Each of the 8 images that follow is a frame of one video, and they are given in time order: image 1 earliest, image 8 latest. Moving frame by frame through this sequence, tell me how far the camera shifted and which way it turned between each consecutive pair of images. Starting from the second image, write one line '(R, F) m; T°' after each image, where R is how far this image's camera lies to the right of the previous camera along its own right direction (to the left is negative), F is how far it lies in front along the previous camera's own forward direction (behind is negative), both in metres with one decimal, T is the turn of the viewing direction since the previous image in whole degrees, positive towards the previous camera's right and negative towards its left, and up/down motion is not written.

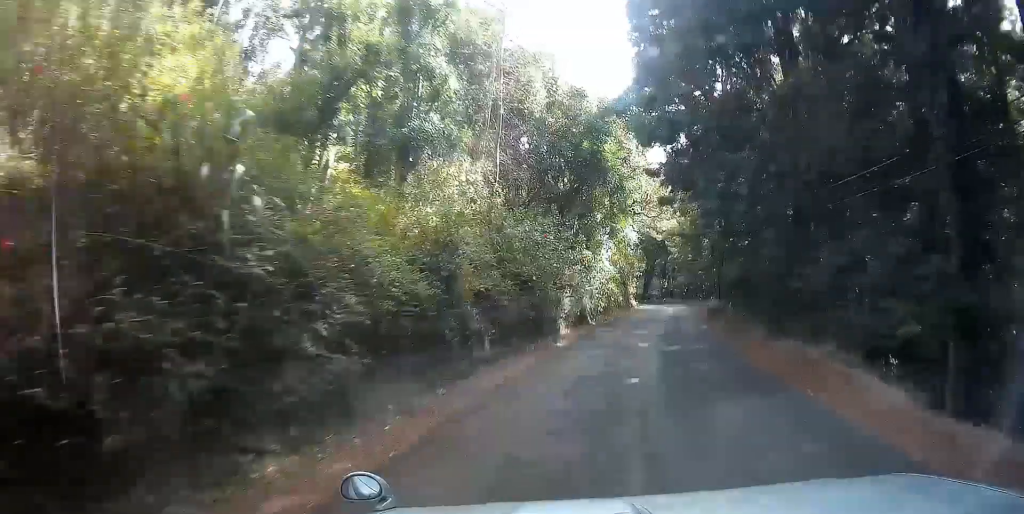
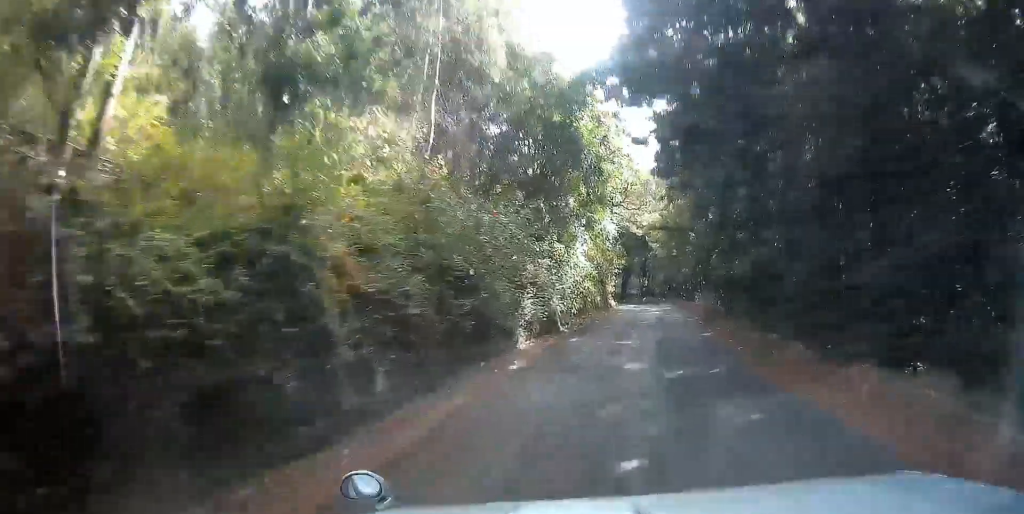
(+0.2, +4.9) m; +2°
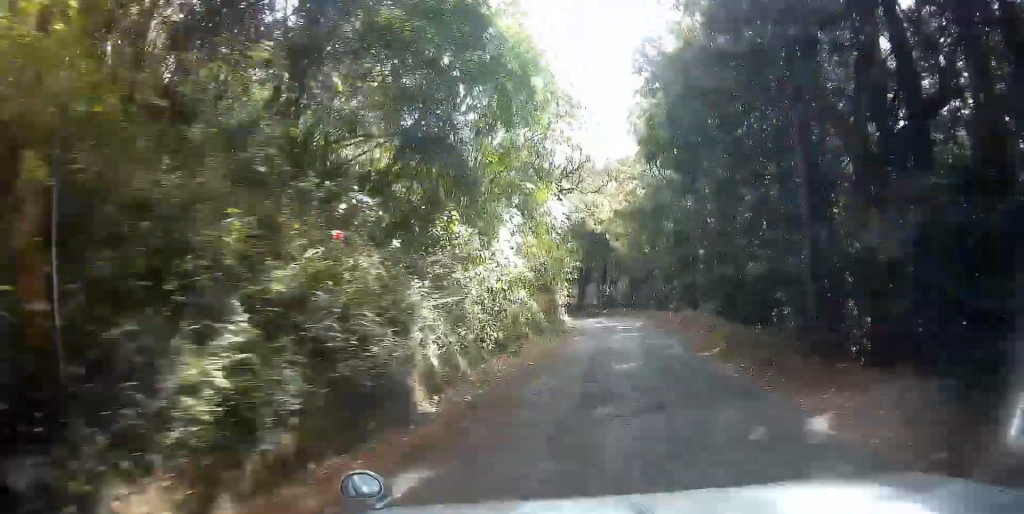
(+0.4, +11.8) m; +3°
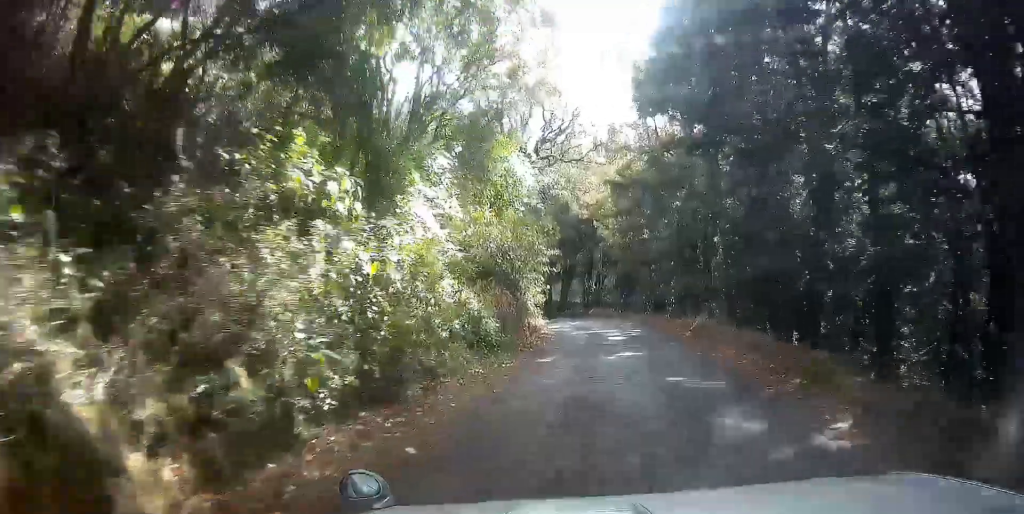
(+0.1, +8.7) m; +2°
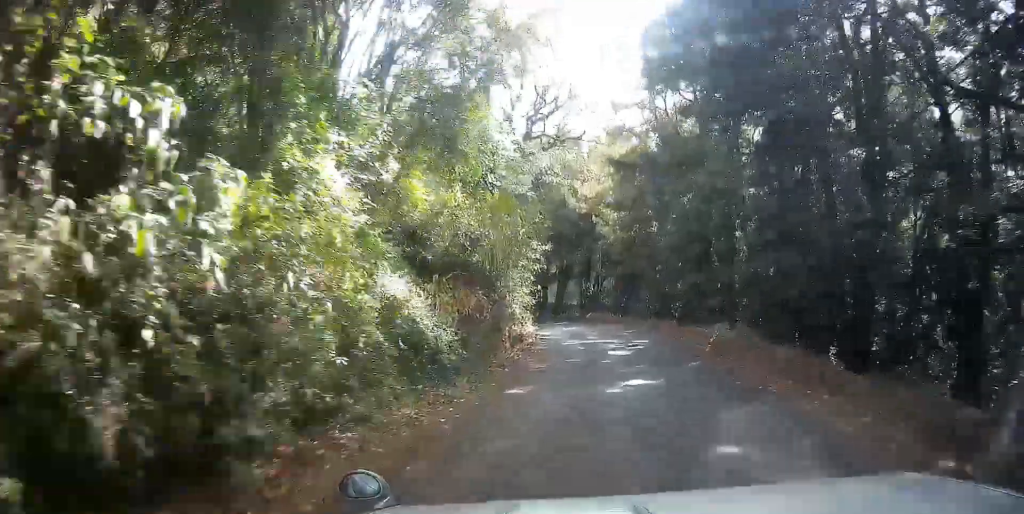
(0.0, +4.5) m; +1°
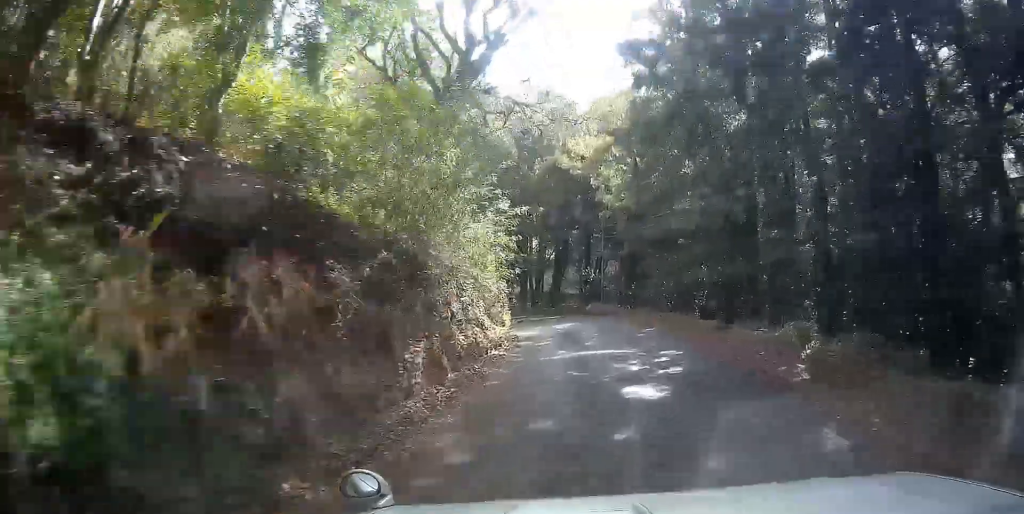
(+0.2, +9.3) m; +3°
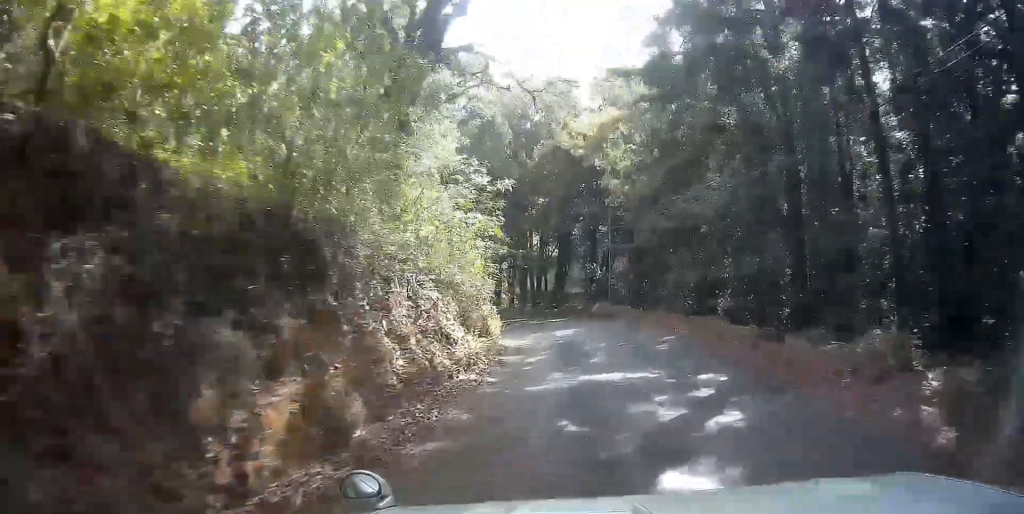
(+0.1, +4.7) m; +2°
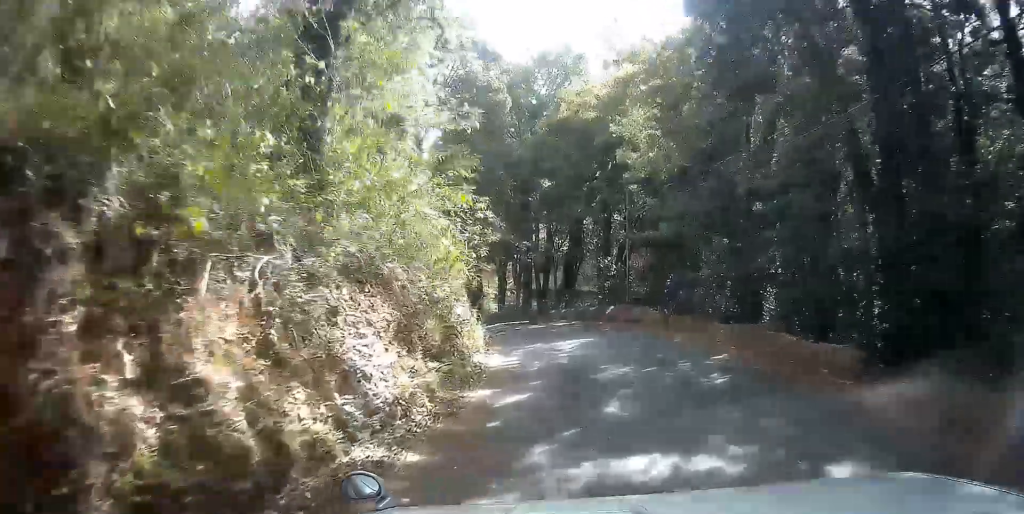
(+0.1, +5.6) m; -1°
